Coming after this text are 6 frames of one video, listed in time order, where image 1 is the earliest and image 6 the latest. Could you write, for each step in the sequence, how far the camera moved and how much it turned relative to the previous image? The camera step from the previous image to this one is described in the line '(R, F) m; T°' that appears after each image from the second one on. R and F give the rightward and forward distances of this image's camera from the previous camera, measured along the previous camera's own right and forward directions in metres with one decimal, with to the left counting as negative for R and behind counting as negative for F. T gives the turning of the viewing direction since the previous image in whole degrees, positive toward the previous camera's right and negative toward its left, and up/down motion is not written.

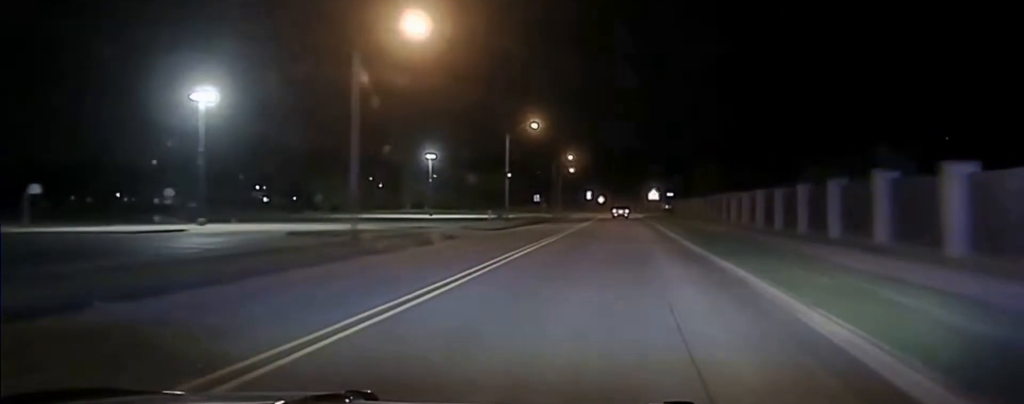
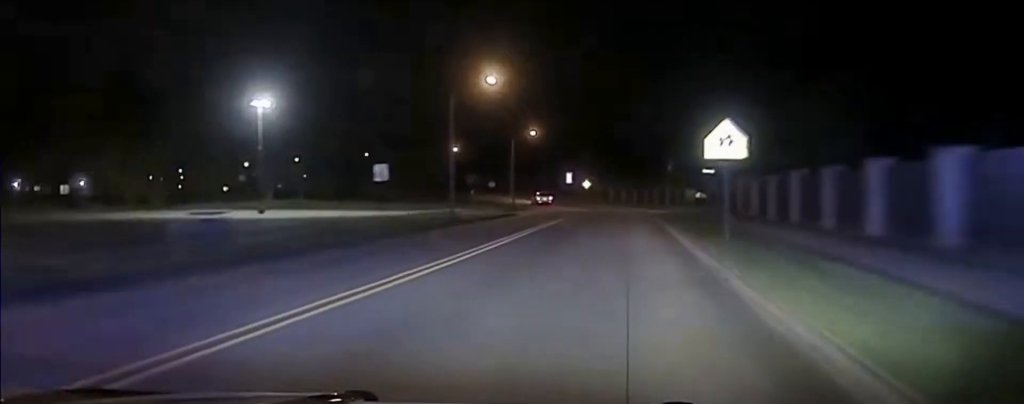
(+0.4, +65.9) m; +1°
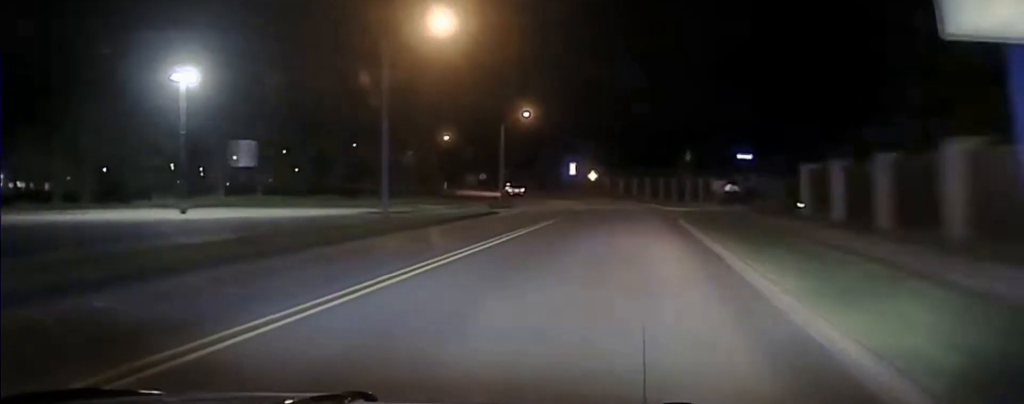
(+0.1, +18.1) m; -1°
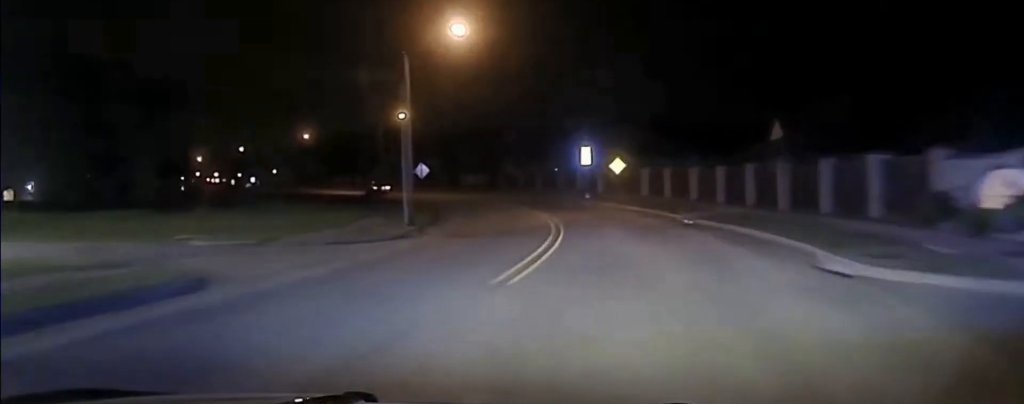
(-1.1, +47.8) m; -3°
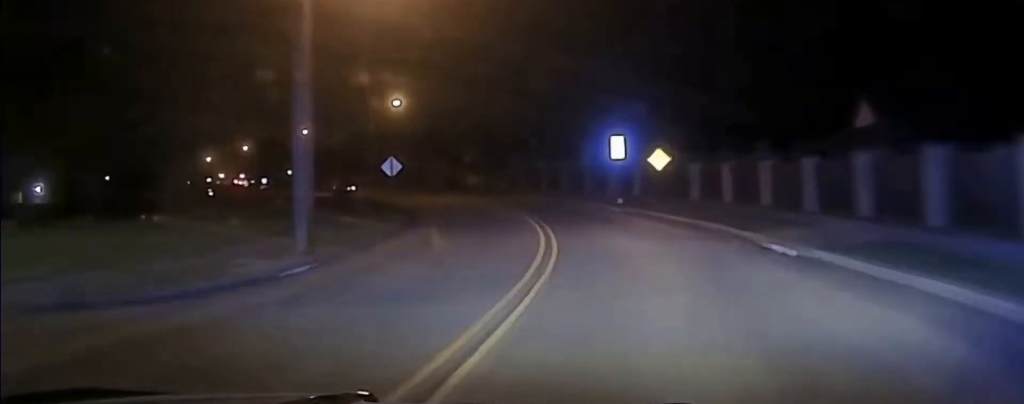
(-0.2, +15.9) m; -2°
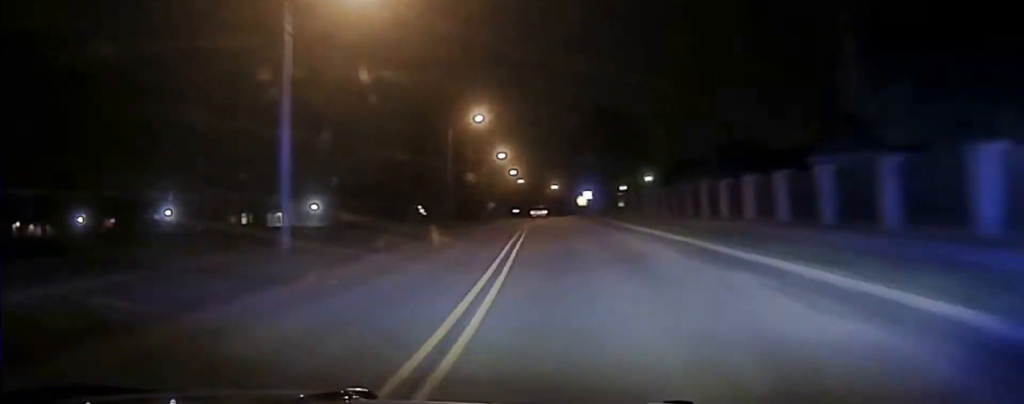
(-20.0, +86.2) m; -28°
